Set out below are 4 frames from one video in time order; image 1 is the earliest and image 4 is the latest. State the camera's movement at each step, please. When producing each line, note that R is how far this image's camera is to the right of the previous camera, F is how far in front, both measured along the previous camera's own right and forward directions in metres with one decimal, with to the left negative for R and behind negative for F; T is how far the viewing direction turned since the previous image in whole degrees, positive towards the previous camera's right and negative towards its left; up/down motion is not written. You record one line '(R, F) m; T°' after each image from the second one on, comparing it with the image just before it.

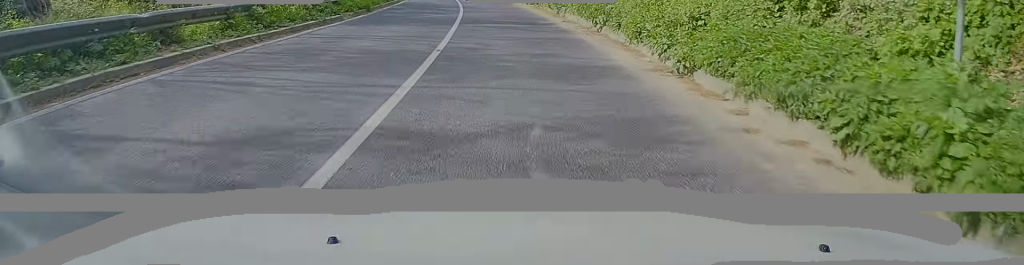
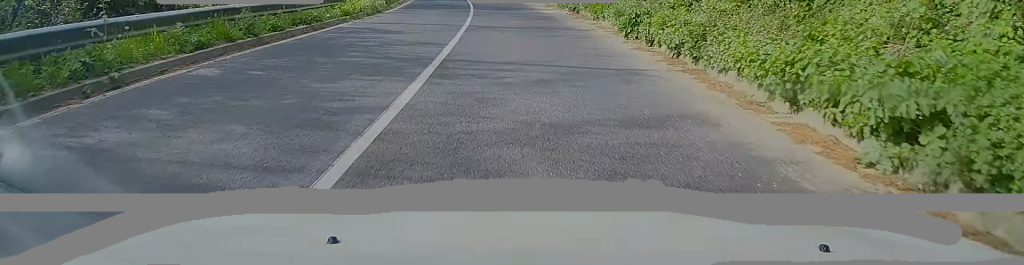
(-0.6, +21.5) m; -3°
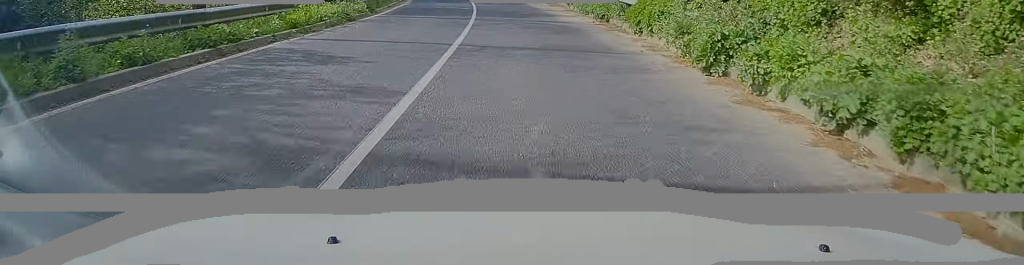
(0.0, +5.5) m; -1°
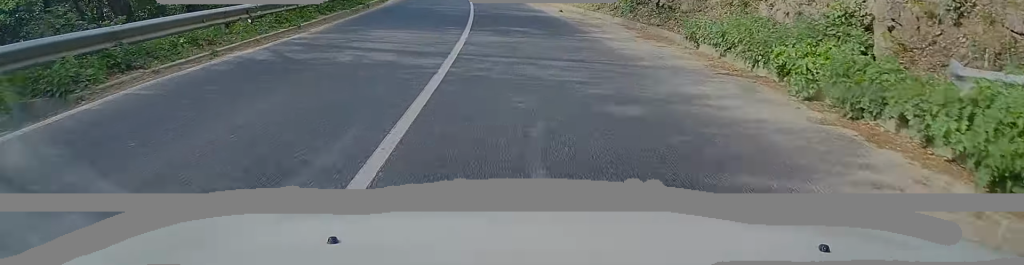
(-0.8, +18.7) m; -5°
